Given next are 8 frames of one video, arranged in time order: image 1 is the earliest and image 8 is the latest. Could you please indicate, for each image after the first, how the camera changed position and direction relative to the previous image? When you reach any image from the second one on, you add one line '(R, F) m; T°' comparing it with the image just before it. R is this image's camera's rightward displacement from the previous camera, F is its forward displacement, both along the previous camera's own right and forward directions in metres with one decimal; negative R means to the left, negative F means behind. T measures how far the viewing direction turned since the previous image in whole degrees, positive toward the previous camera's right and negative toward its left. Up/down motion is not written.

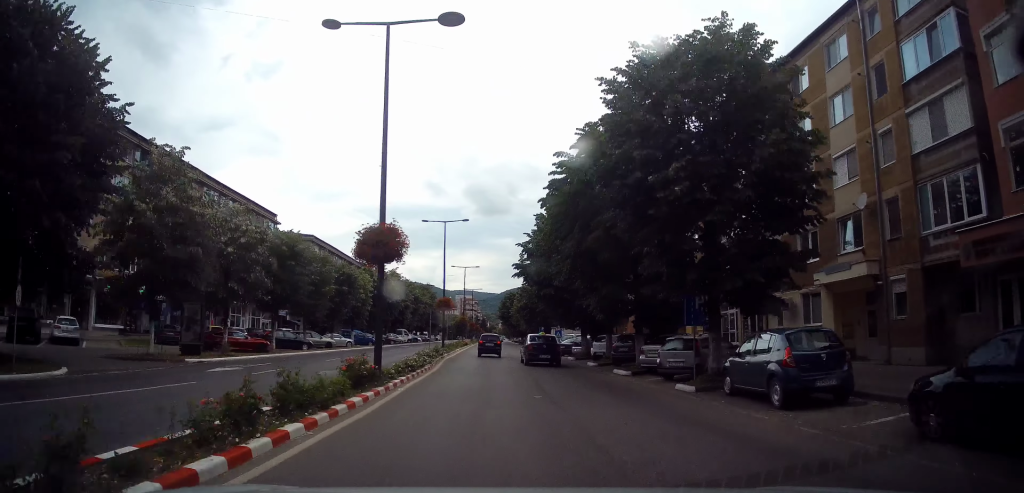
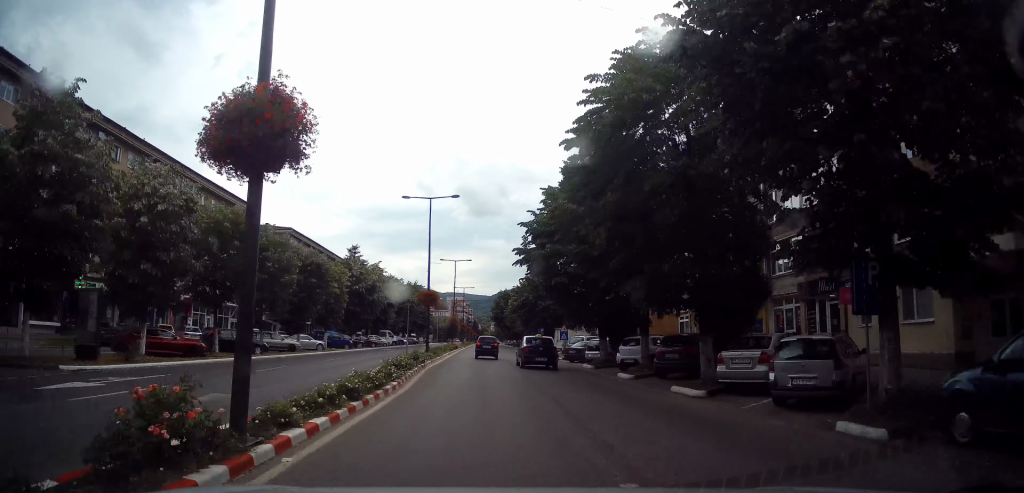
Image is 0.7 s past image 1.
(+0.3, +6.7) m; 0°
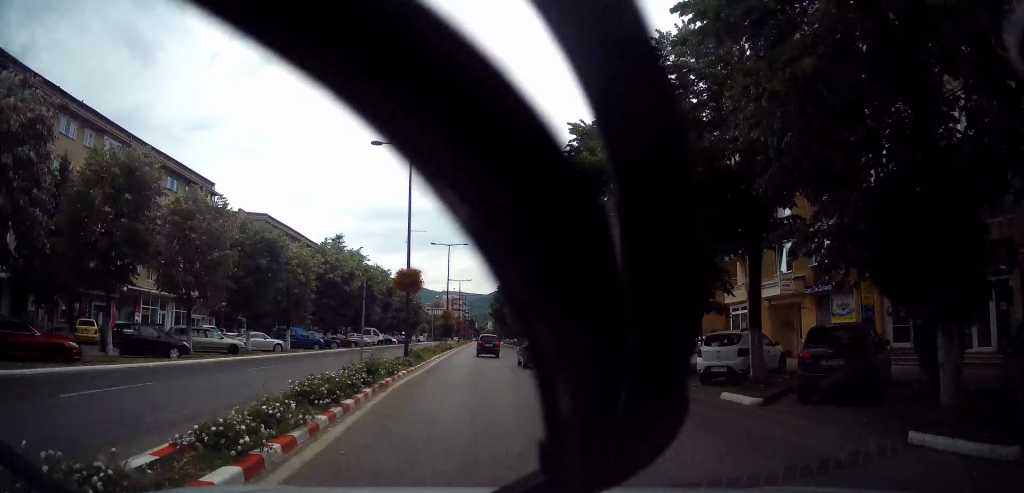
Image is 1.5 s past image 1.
(-0.1, +8.4) m; 0°
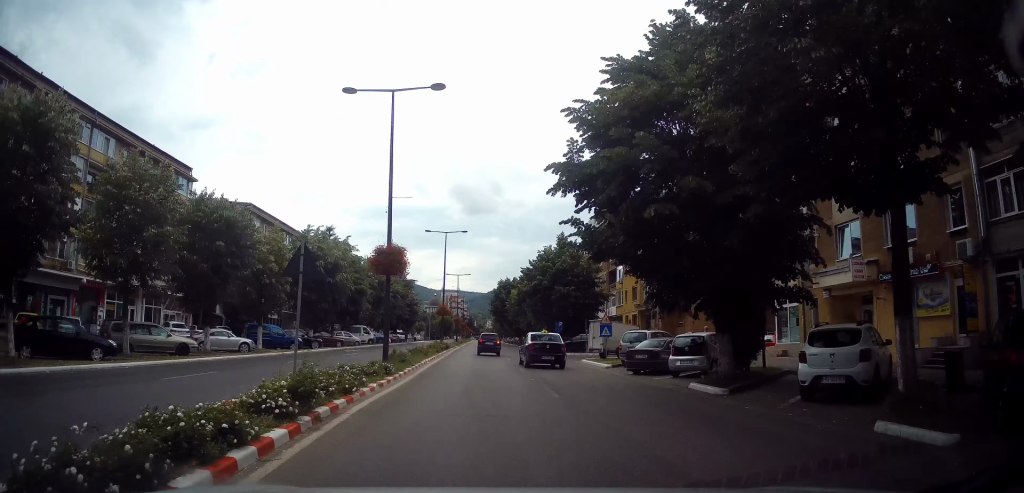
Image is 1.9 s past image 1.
(-0.1, +4.7) m; 0°
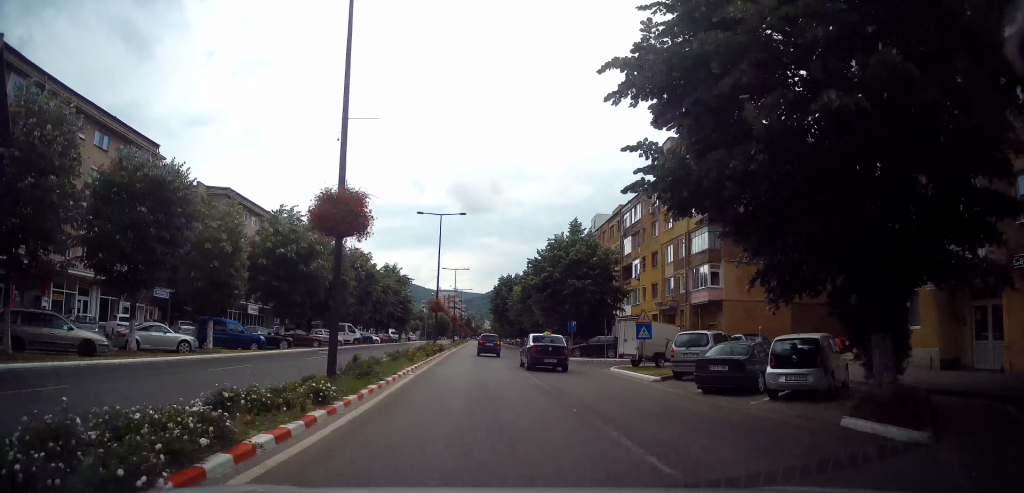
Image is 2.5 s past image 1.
(+0.2, +6.3) m; +1°
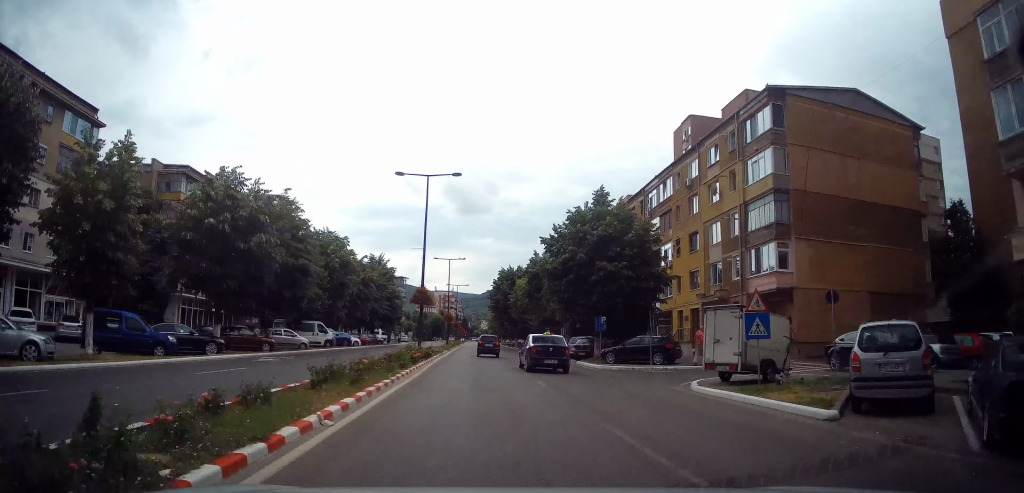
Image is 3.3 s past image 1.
(+0.1, +9.7) m; 0°
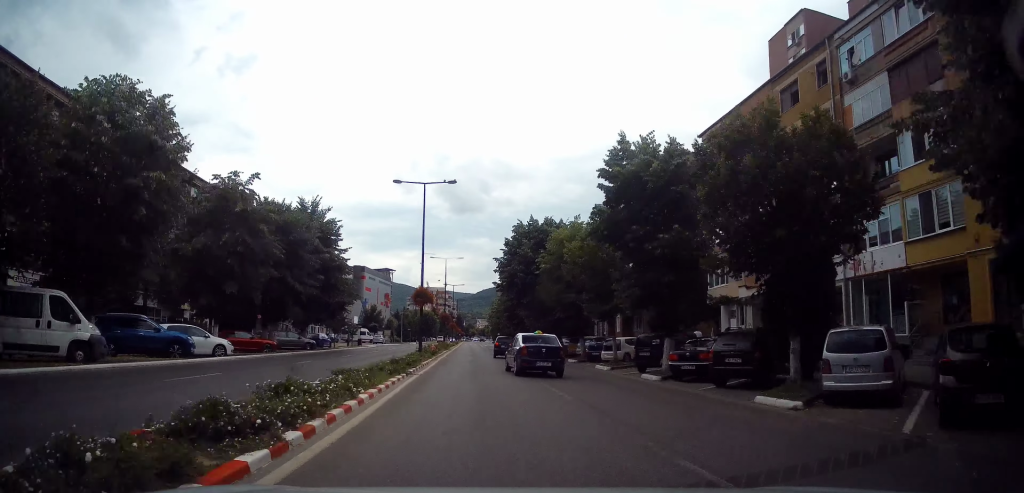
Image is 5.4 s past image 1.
(0.0, +28.2) m; +1°
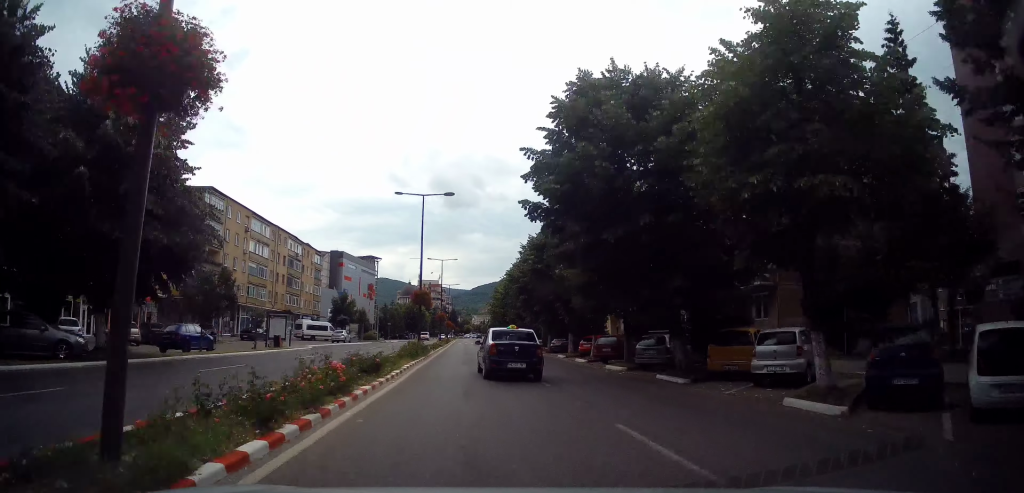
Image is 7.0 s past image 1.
(+0.1, +23.5) m; 0°
